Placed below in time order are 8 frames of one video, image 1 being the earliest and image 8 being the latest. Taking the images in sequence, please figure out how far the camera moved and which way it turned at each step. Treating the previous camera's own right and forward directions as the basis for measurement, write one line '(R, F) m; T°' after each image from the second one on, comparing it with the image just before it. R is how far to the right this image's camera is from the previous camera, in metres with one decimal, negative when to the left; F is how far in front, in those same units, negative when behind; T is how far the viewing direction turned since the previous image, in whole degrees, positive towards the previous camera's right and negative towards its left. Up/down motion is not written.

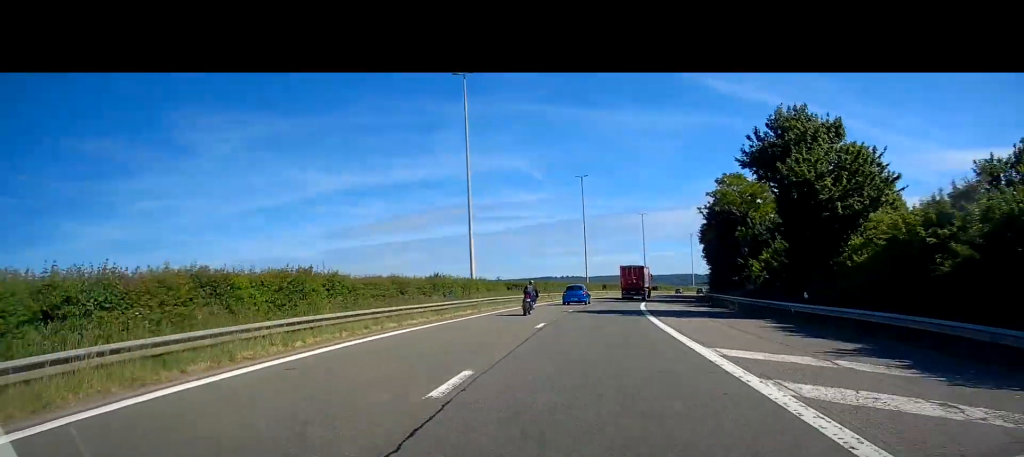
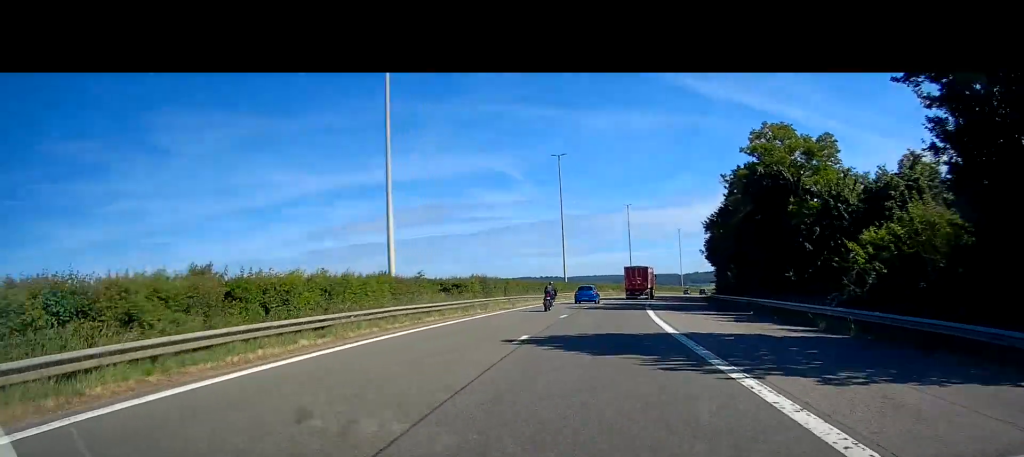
(+0.3, +18.2) m; +2°
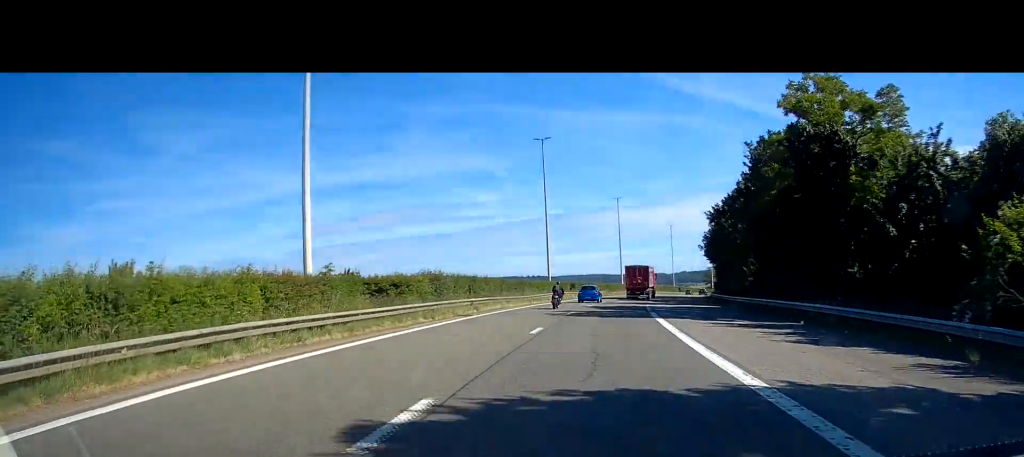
(+0.1, +9.8) m; +1°
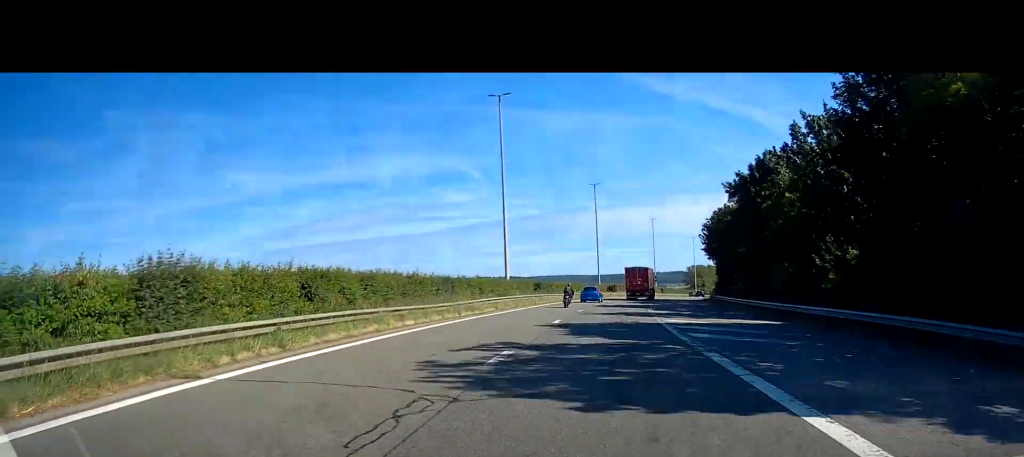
(+0.4, +19.7) m; +2°
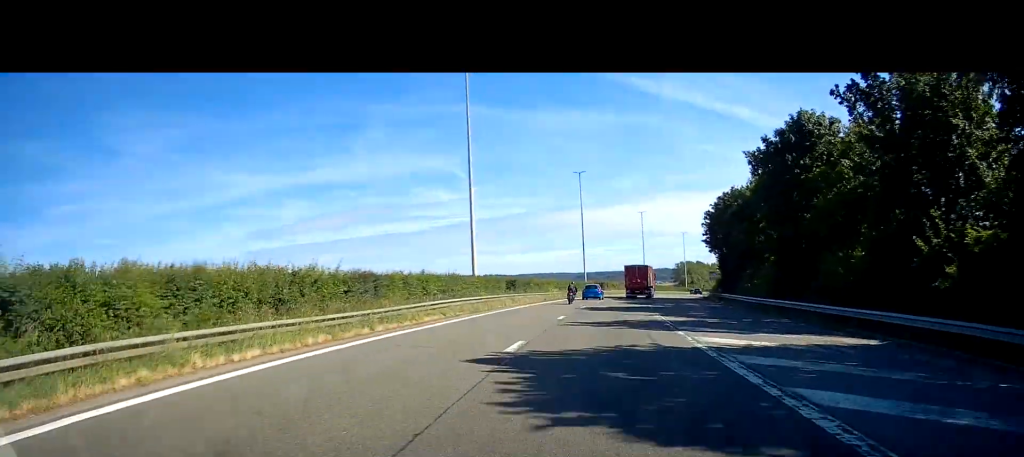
(+0.1, +10.6) m; +1°
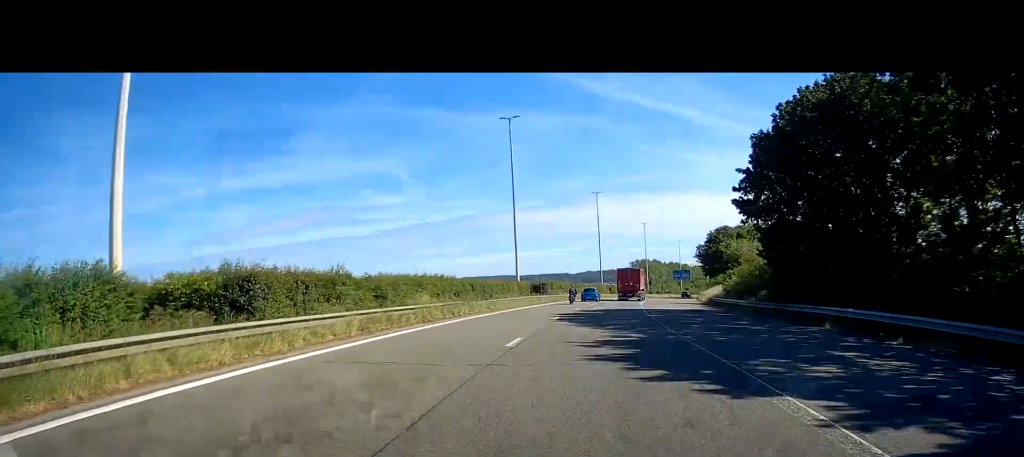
(+1.5, +36.5) m; +5°
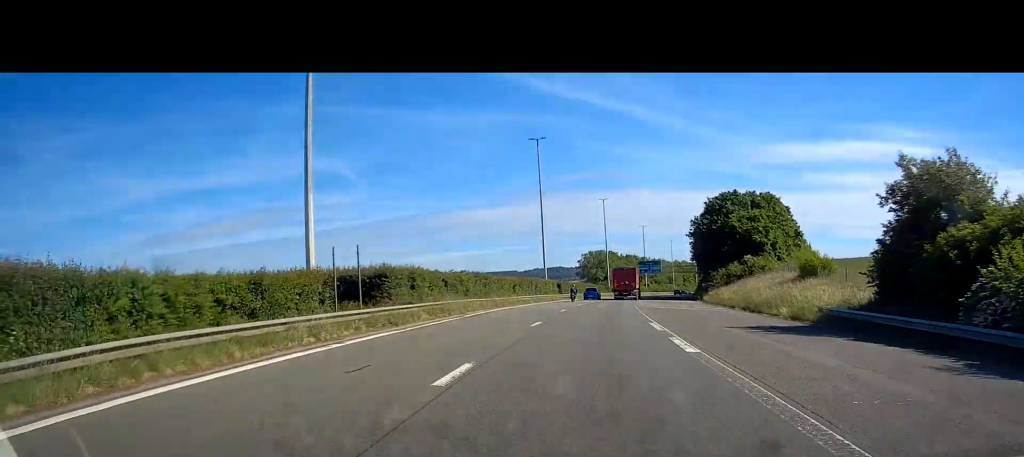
(+2.3, +44.0) m; +5°
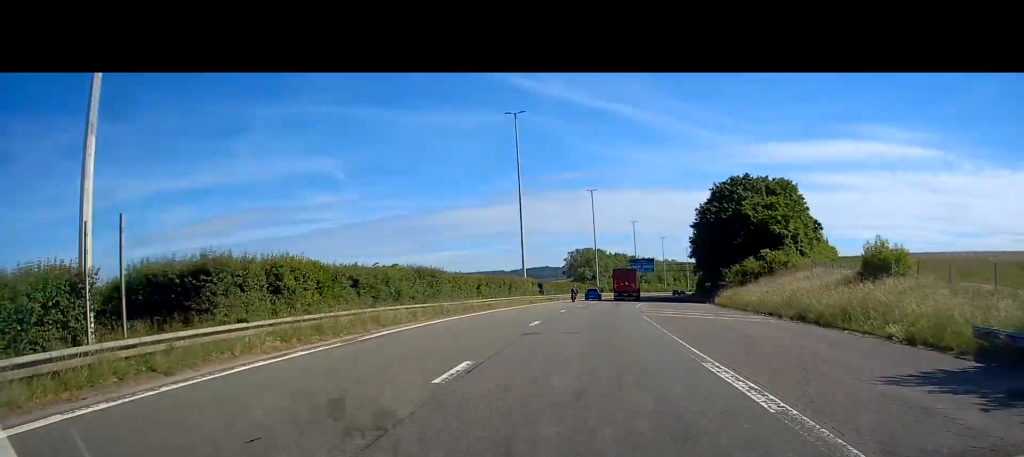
(0.0, +12.5) m; +1°
